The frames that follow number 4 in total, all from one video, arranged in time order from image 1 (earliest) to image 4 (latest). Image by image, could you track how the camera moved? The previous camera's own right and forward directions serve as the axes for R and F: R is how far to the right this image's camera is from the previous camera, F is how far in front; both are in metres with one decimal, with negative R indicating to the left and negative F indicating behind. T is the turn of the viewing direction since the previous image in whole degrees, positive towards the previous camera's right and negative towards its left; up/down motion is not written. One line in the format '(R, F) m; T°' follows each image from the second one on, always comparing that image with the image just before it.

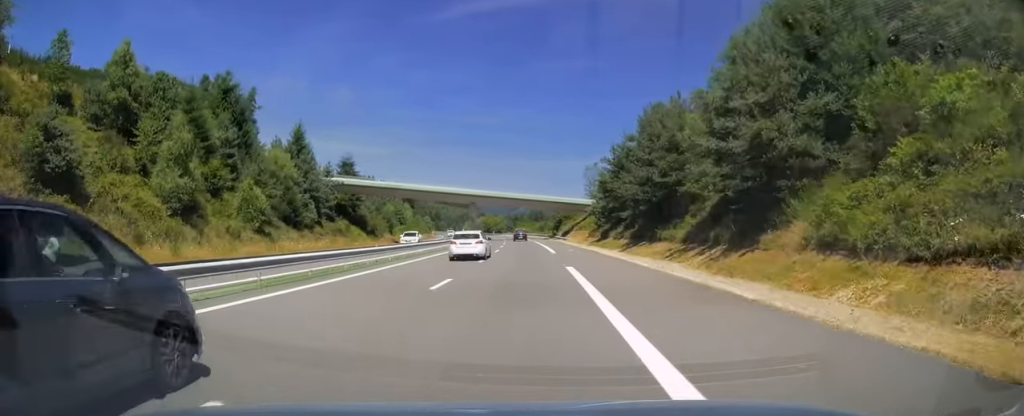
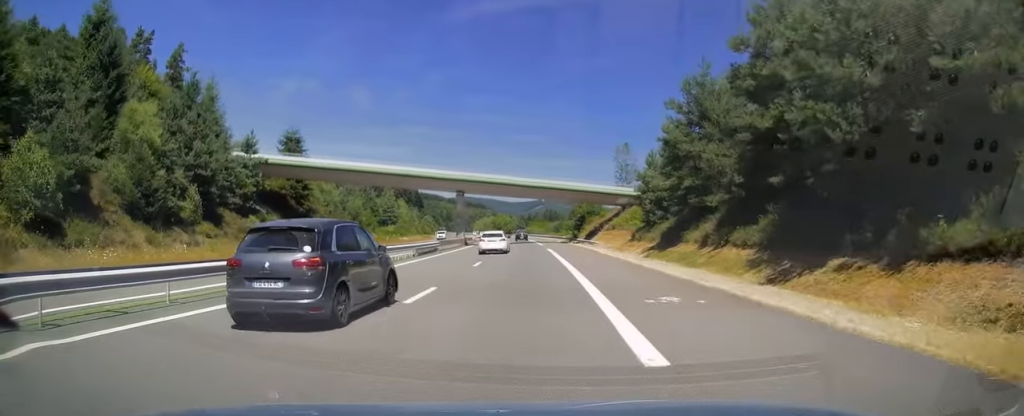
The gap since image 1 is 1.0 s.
(-0.2, +28.8) m; -2°
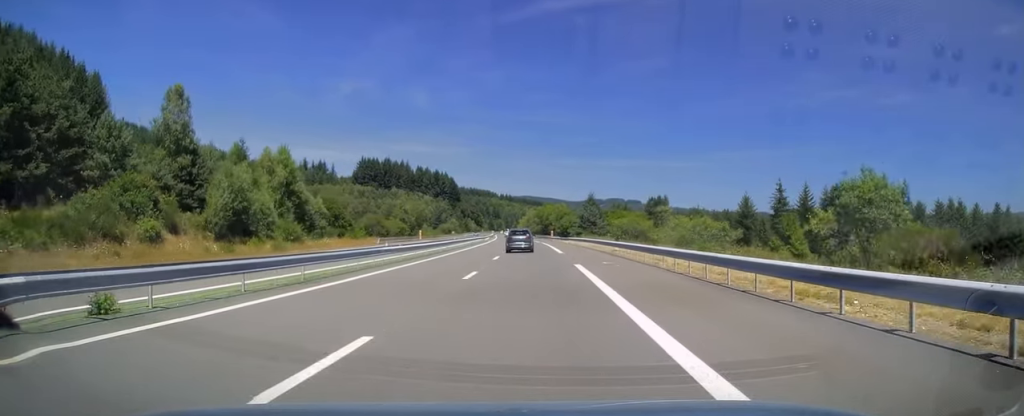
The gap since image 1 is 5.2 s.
(-7.3, +124.6) m; -6°
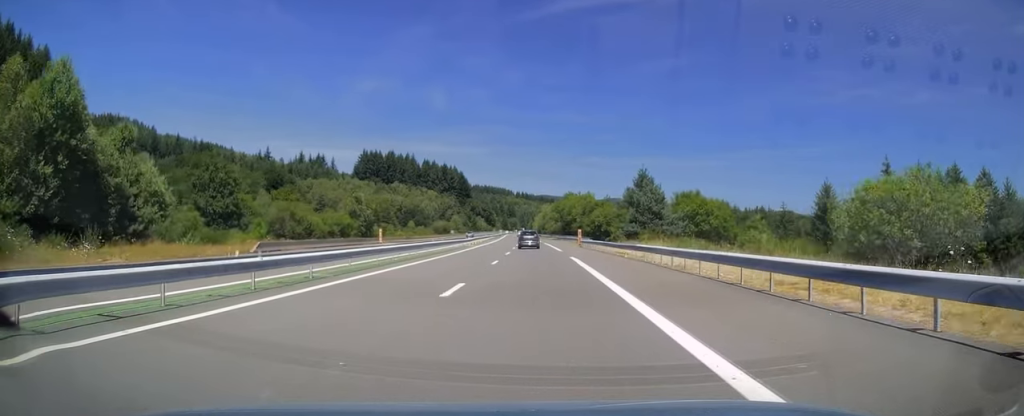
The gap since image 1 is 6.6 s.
(-0.8, +44.4) m; -1°
